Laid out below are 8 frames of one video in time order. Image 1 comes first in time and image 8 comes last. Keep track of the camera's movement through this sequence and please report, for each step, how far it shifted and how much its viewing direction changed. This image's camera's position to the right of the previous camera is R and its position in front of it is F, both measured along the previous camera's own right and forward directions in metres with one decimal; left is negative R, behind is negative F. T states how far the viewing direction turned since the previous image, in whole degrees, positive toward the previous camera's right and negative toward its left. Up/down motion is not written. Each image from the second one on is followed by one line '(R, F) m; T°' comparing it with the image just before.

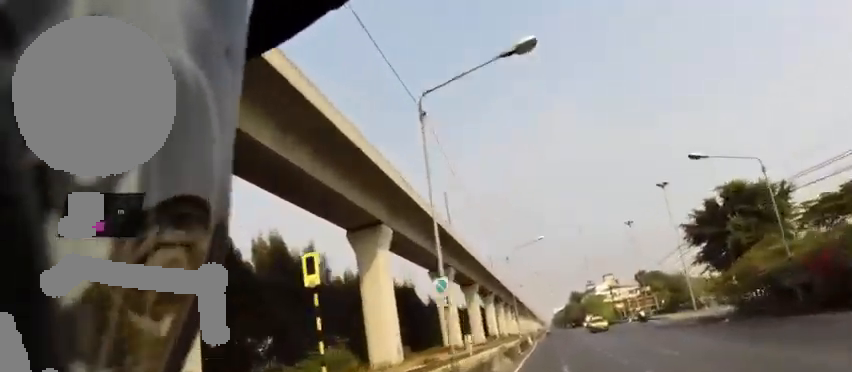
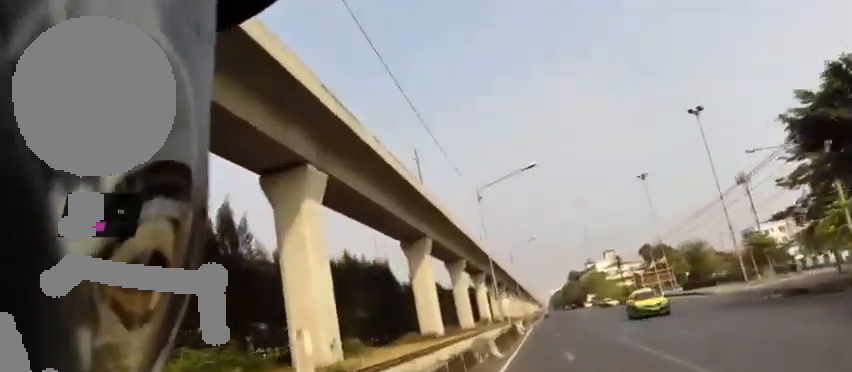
(+0.4, +16.8) m; +1°
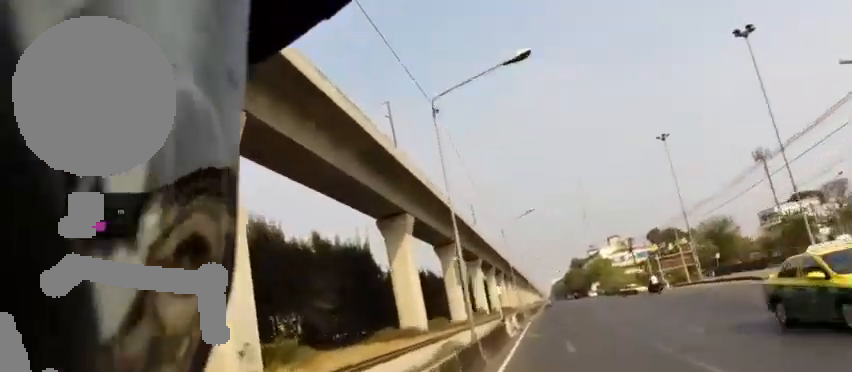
(+0.1, +11.7) m; -1°
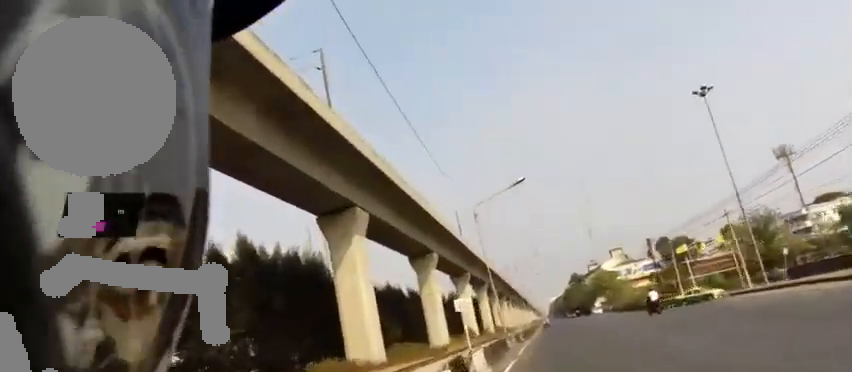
(-0.4, +17.5) m; -1°
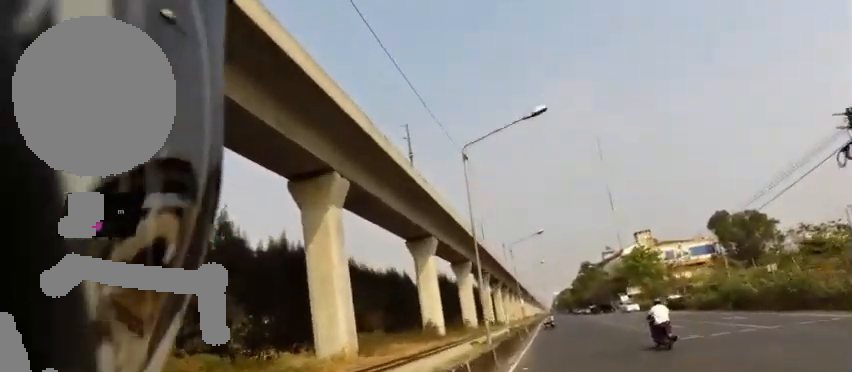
(+0.4, +43.1) m; +2°
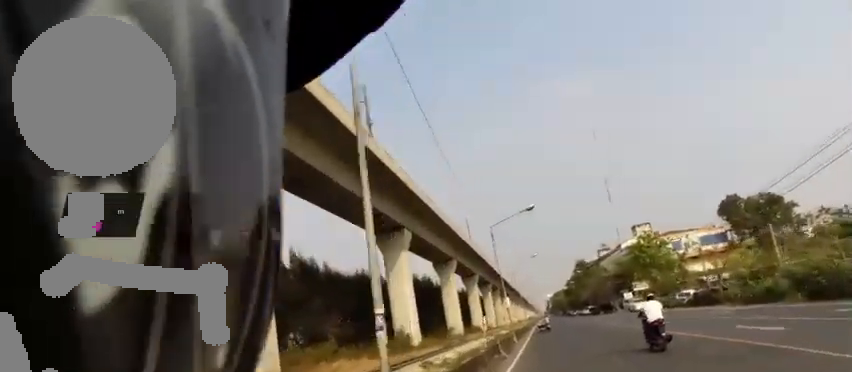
(+0.7, +12.1) m; -2°
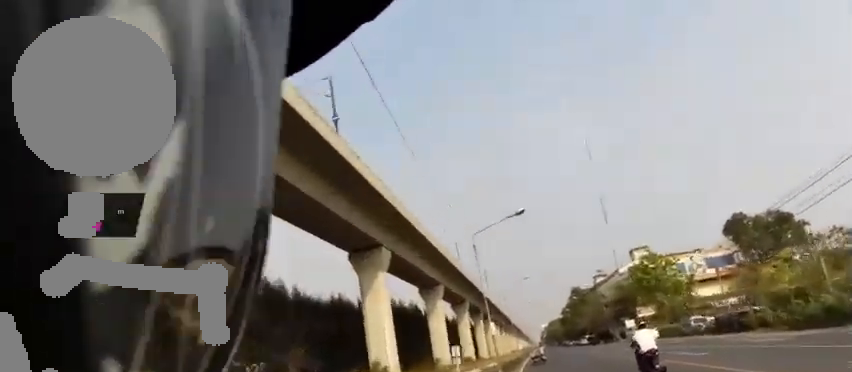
(-0.7, +6.6) m; 0°
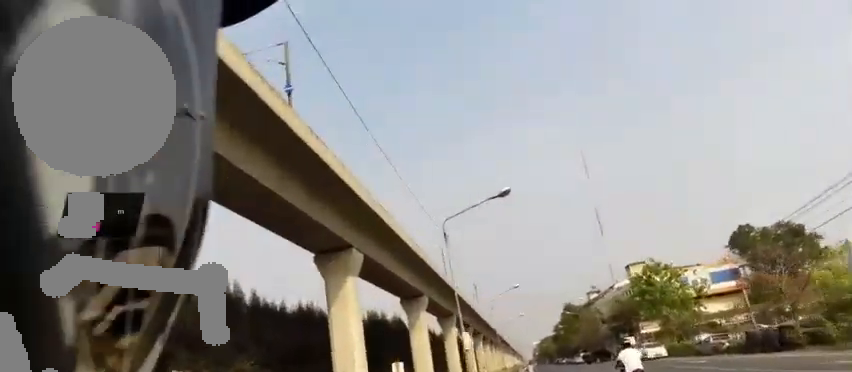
(-0.7, +7.2) m; 0°
